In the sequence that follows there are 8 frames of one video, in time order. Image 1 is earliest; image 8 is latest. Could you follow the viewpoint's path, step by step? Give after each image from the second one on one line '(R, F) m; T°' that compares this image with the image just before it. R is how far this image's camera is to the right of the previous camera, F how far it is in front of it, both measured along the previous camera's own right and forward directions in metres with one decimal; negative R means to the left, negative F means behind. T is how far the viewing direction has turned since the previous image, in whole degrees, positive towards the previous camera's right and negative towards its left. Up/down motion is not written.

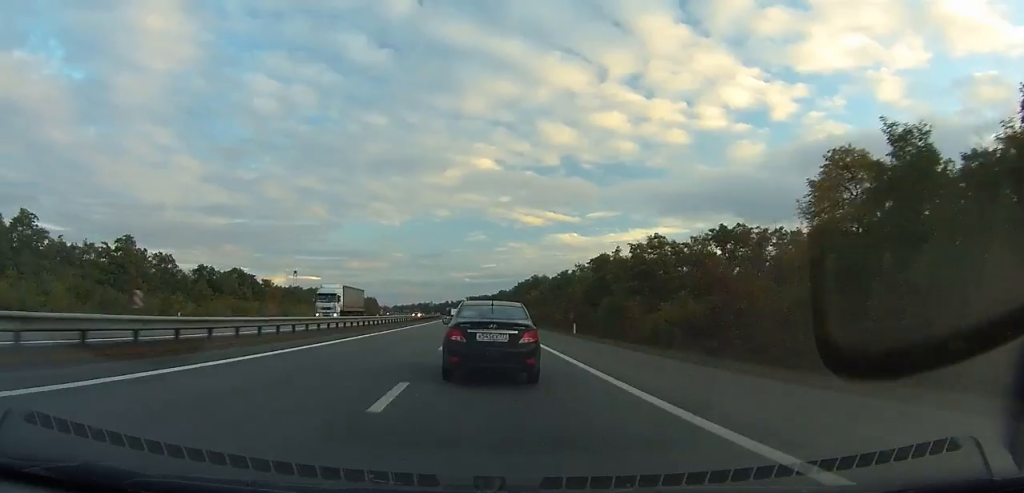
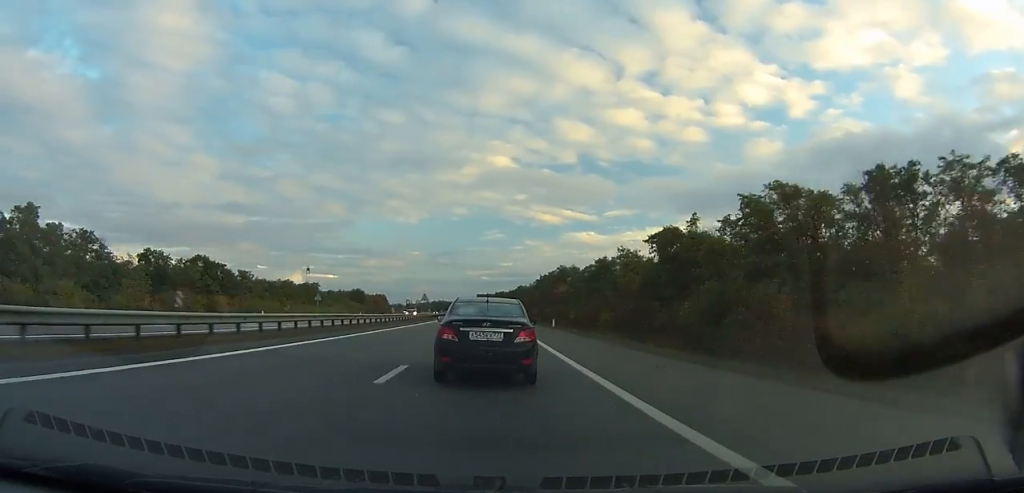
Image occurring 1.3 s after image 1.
(-0.1, +34.1) m; -1°
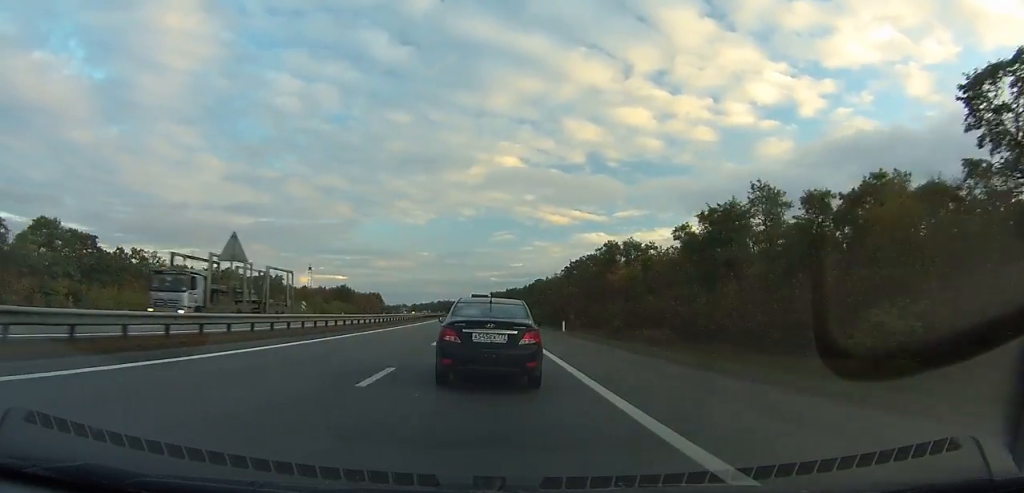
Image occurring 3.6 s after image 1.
(-0.3, +60.7) m; -1°
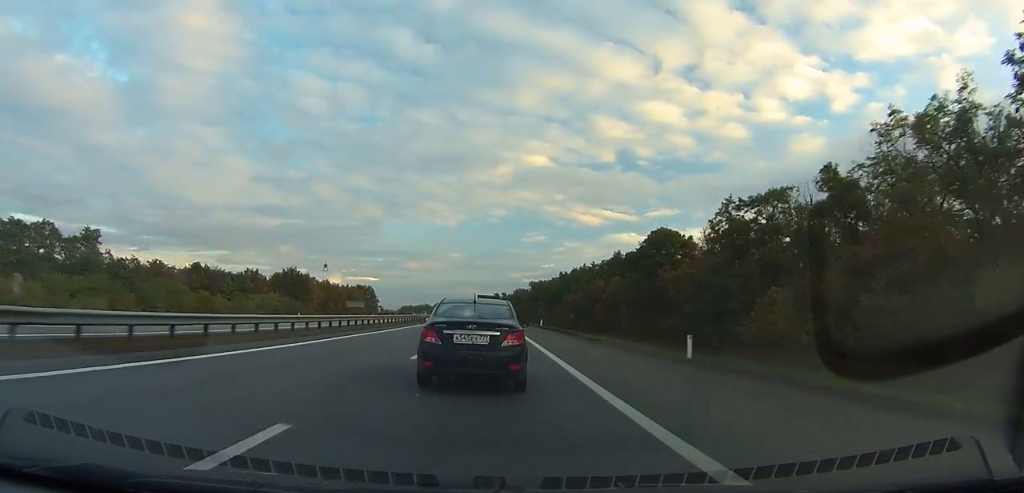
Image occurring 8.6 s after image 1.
(-4.7, +131.8) m; -3°
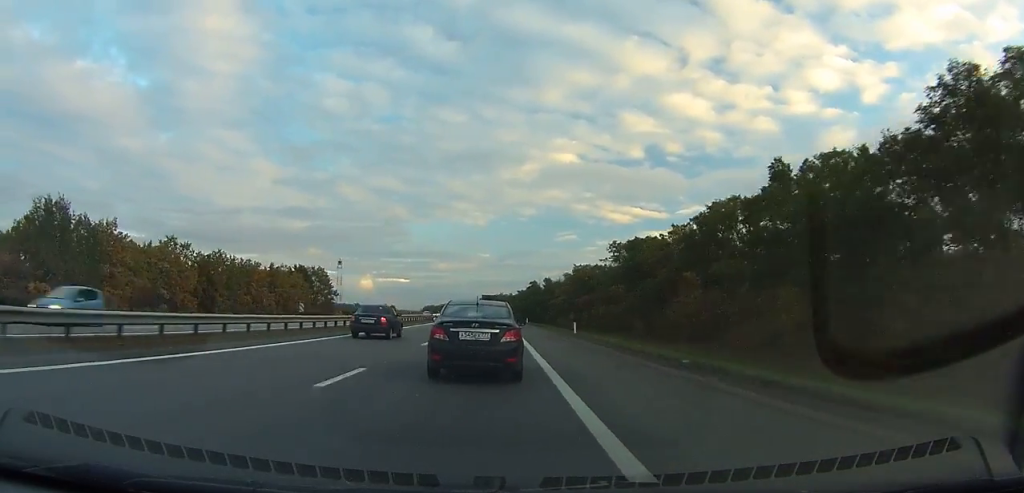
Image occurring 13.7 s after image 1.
(-2.8, +128.0) m; -3°
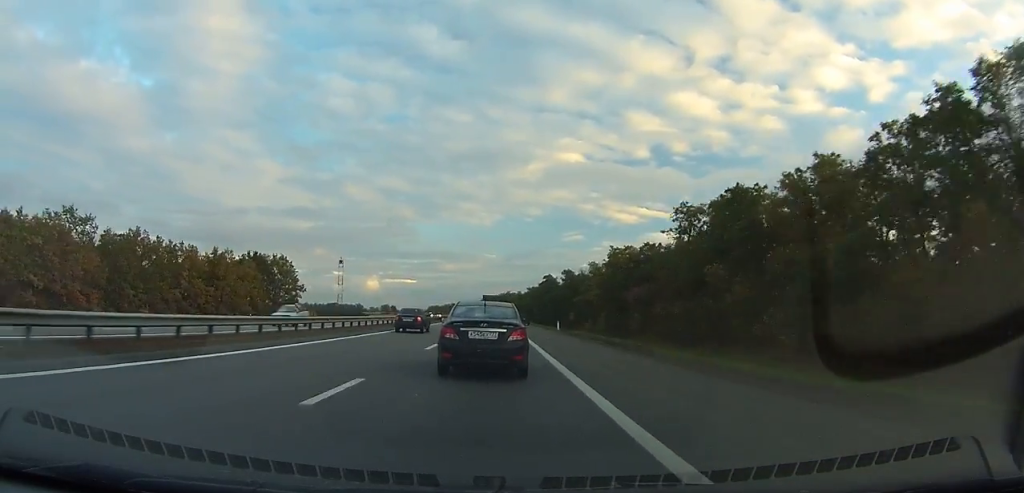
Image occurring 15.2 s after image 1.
(-0.2, +37.6) m; -1°
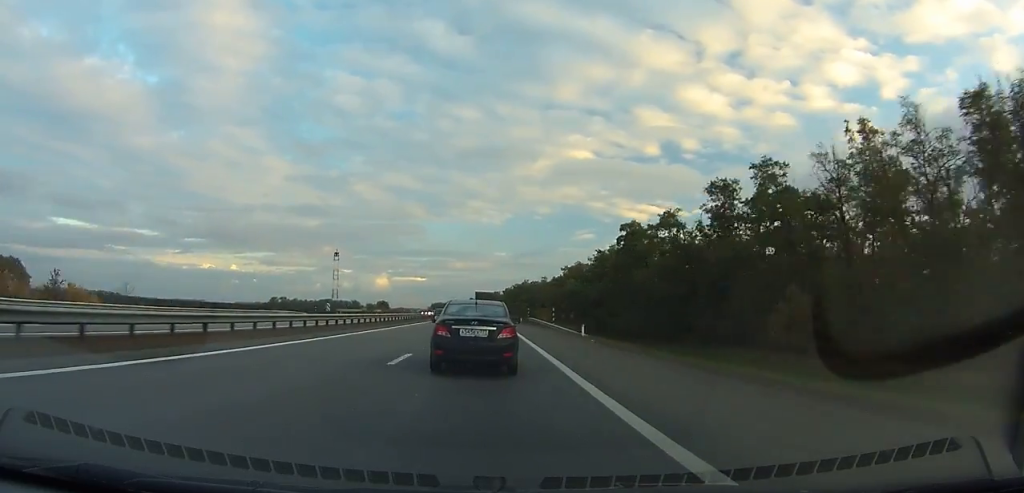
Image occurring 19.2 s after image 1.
(-1.8, +103.0) m; -1°
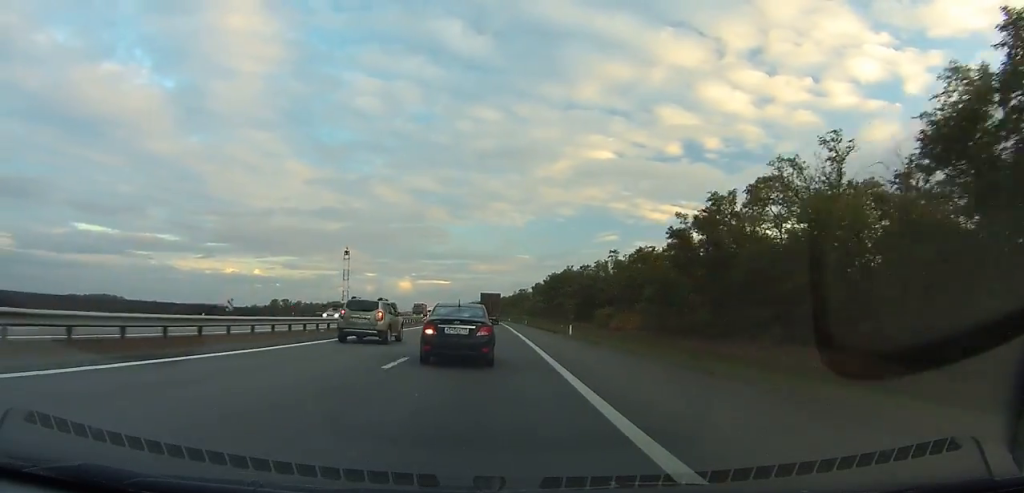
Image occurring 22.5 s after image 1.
(-0.7, +85.9) m; -2°
